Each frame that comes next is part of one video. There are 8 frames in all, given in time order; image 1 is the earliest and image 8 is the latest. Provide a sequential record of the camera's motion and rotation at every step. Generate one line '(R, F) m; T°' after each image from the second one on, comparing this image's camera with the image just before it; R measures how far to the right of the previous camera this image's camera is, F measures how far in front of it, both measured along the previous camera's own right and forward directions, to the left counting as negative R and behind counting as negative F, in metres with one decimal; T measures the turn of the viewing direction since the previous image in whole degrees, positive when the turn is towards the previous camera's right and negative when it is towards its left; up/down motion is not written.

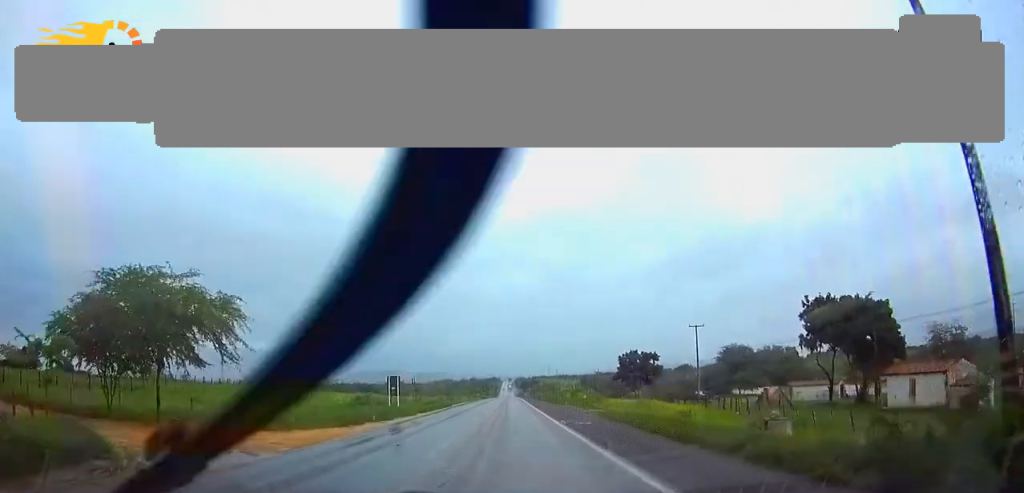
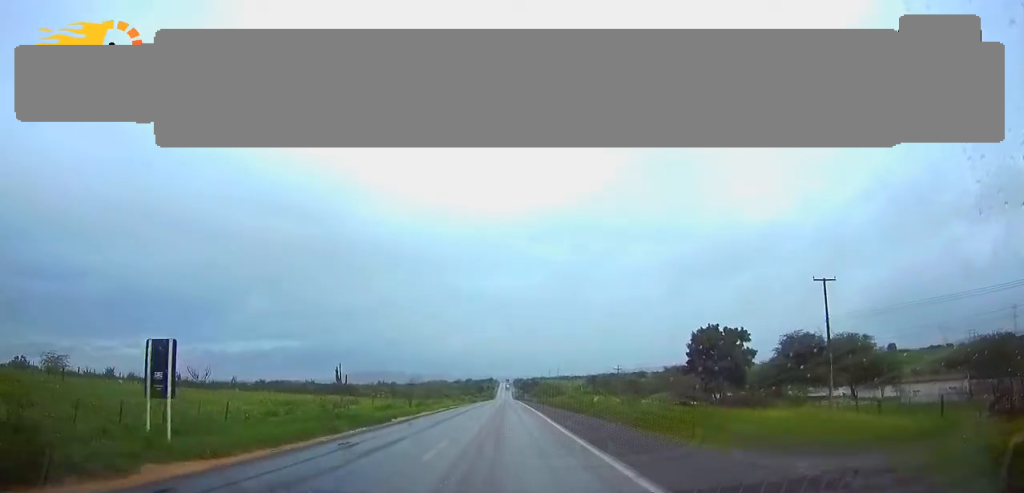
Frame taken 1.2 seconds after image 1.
(+0.1, +36.1) m; 0°
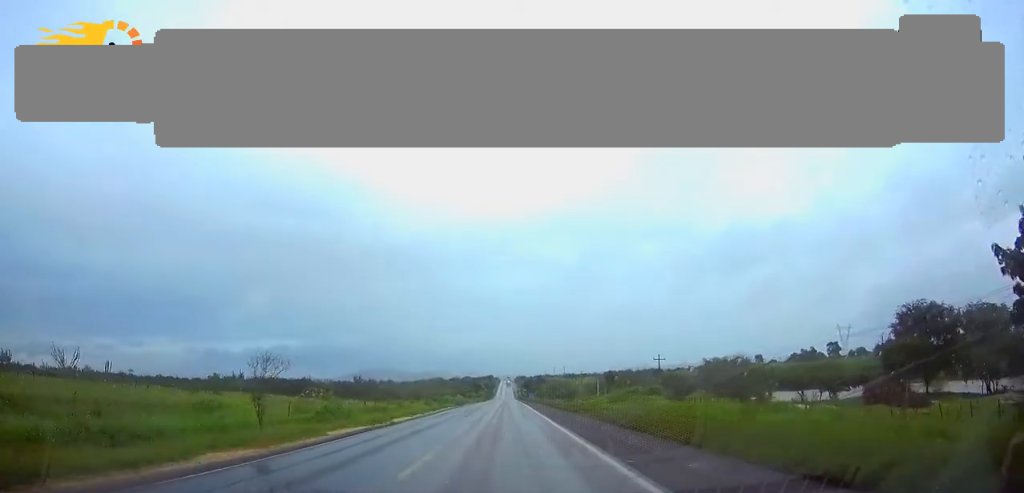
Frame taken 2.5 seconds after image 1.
(-0.1, +39.1) m; 0°
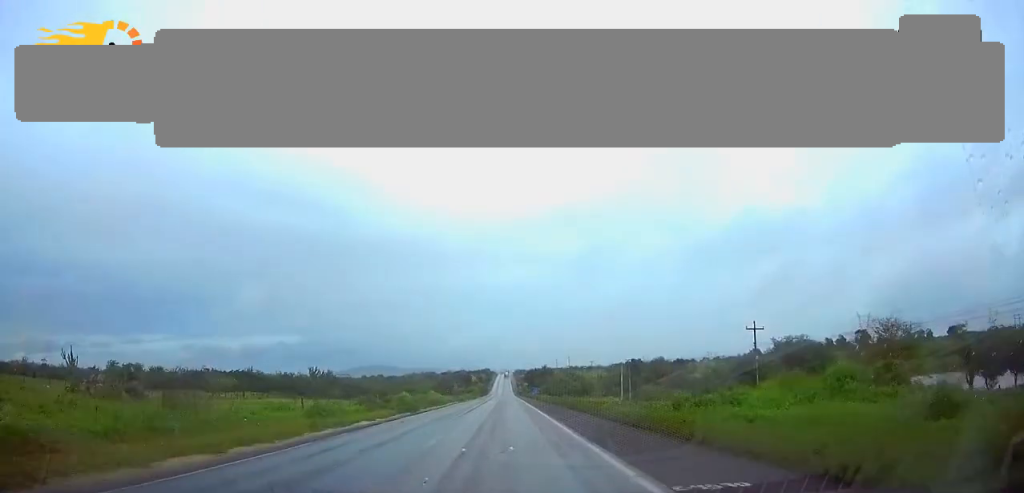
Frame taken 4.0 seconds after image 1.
(0.0, +44.1) m; 0°
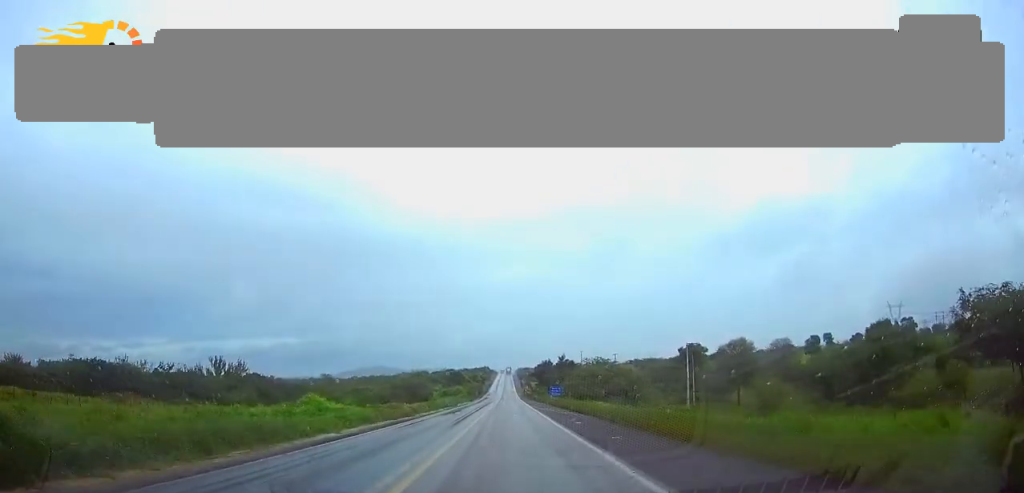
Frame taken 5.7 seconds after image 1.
(+0.1, +54.5) m; 0°
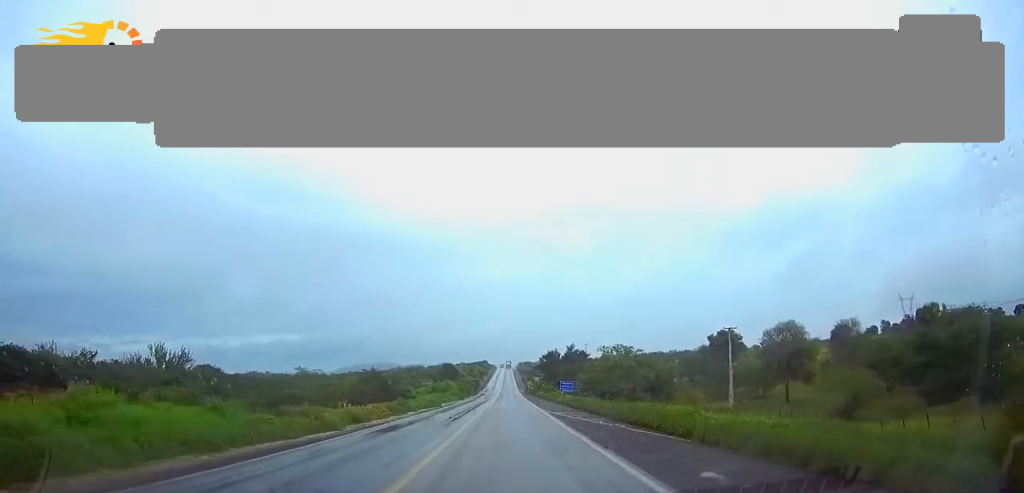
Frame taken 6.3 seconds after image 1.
(+0.1, +19.0) m; 0°
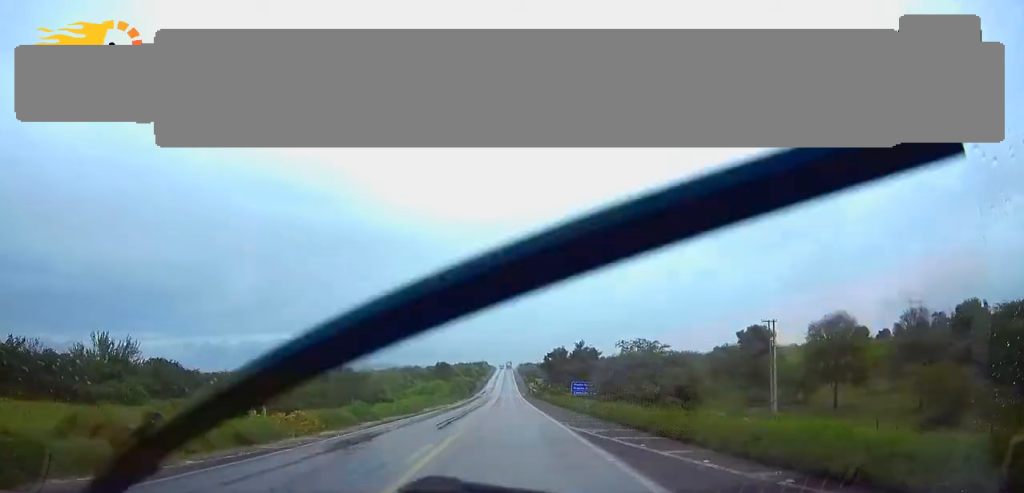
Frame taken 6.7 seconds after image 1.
(-0.1, +13.8) m; 0°
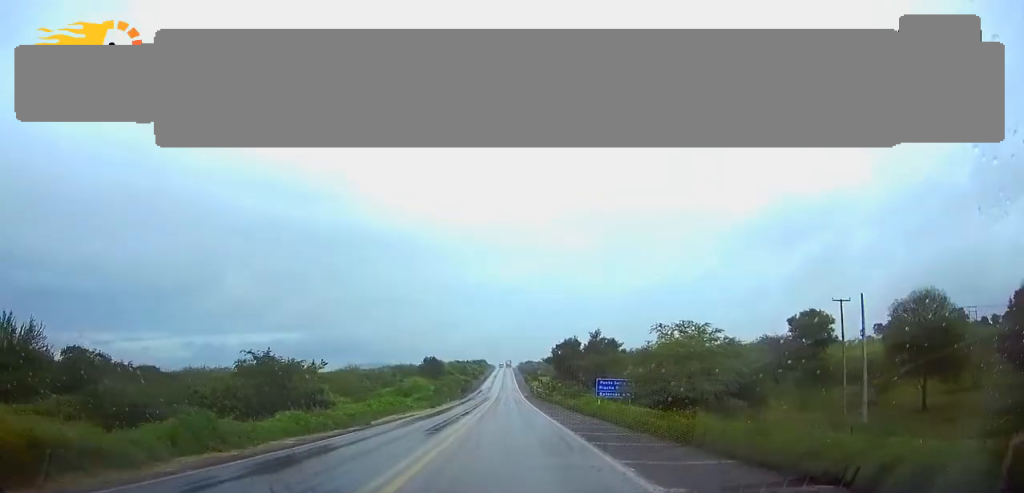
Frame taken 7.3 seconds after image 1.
(-0.1, +18.1) m; 0°
